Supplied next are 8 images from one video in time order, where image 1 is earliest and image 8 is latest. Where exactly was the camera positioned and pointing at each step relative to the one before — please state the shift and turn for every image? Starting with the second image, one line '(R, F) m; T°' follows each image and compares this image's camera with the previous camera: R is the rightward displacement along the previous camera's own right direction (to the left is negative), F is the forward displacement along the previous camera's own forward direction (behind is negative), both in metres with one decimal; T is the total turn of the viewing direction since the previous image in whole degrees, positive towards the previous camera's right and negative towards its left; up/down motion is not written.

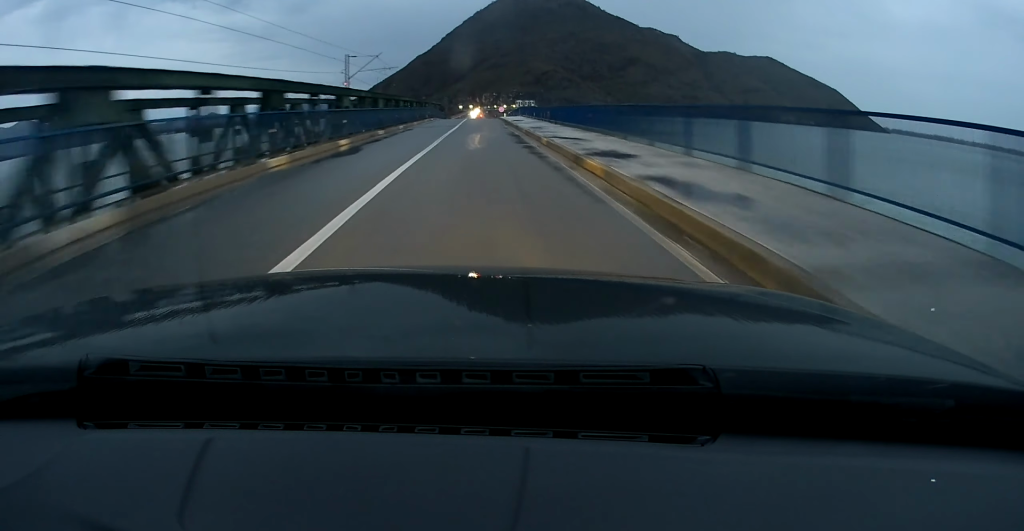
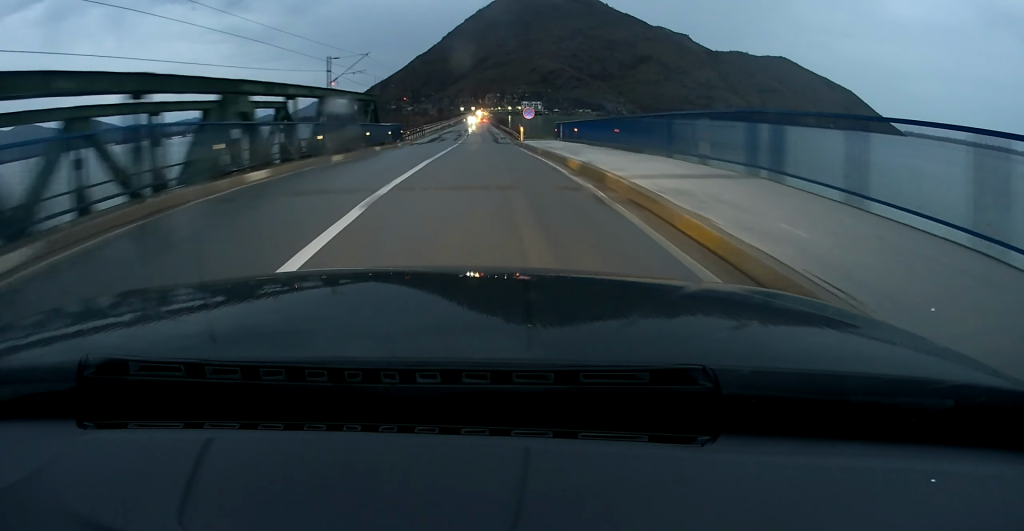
(+0.3, +63.8) m; +1°
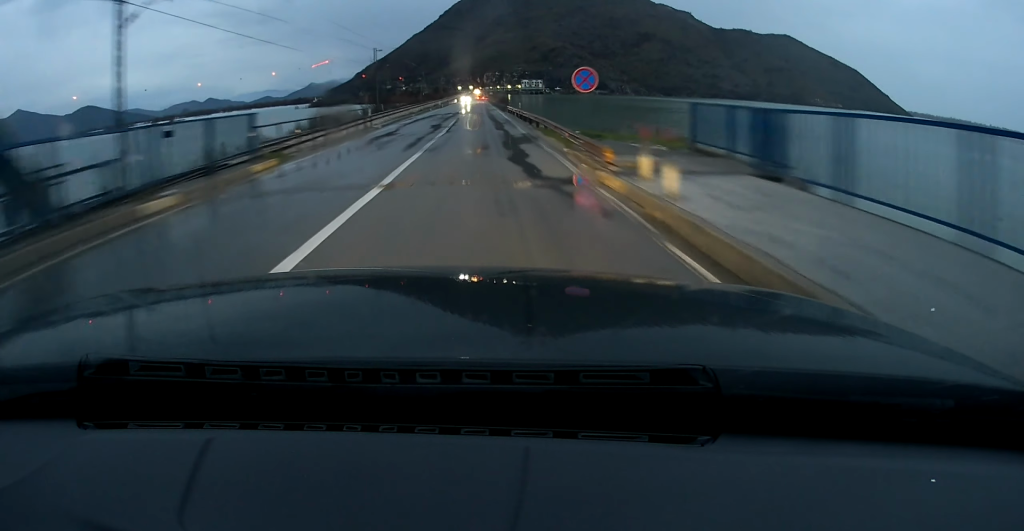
(+0.1, +30.7) m; 0°
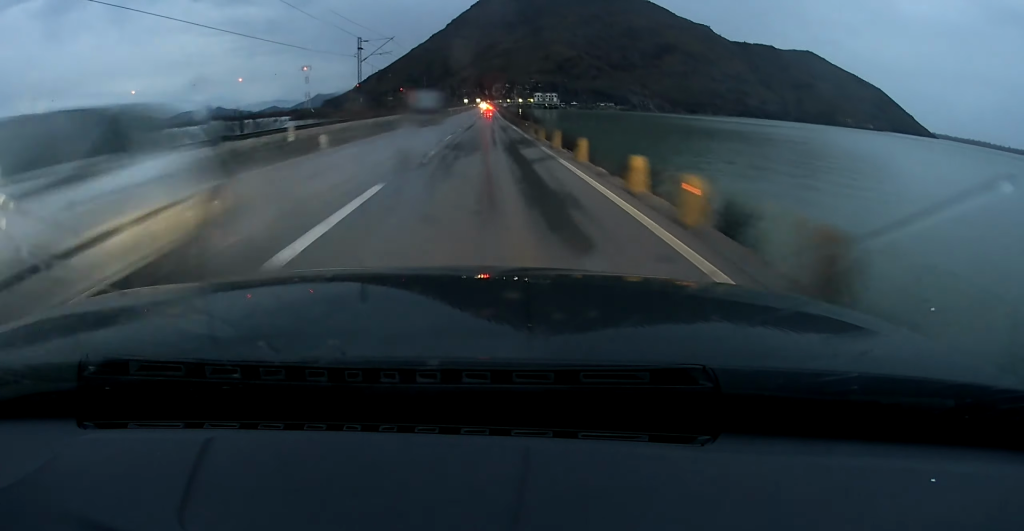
(-0.6, +75.0) m; -1°
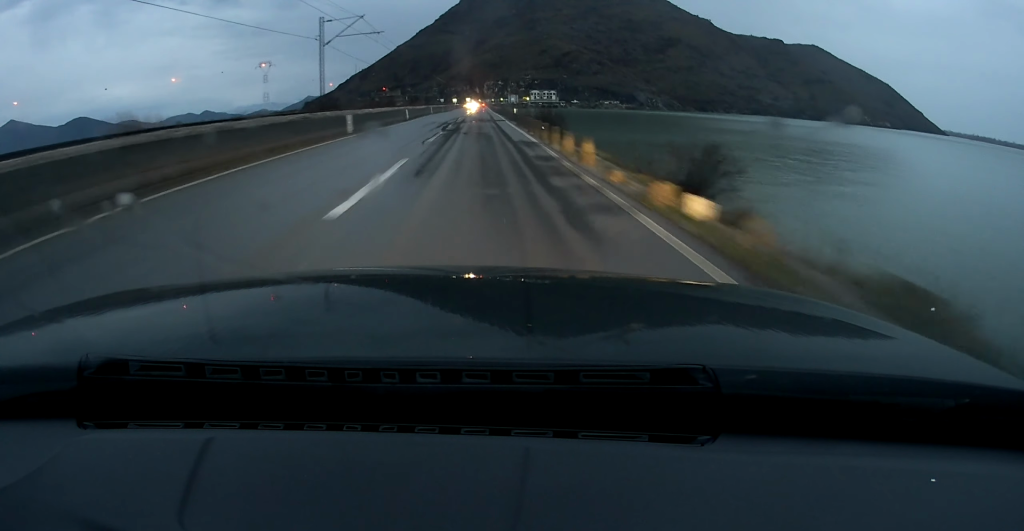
(+0.8, +71.2) m; +1°
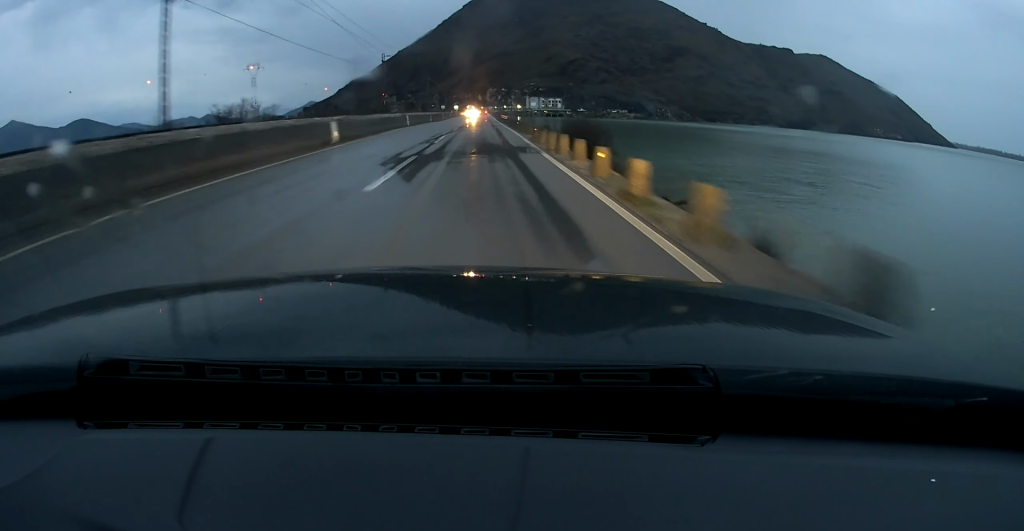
(+0.1, +25.5) m; 0°
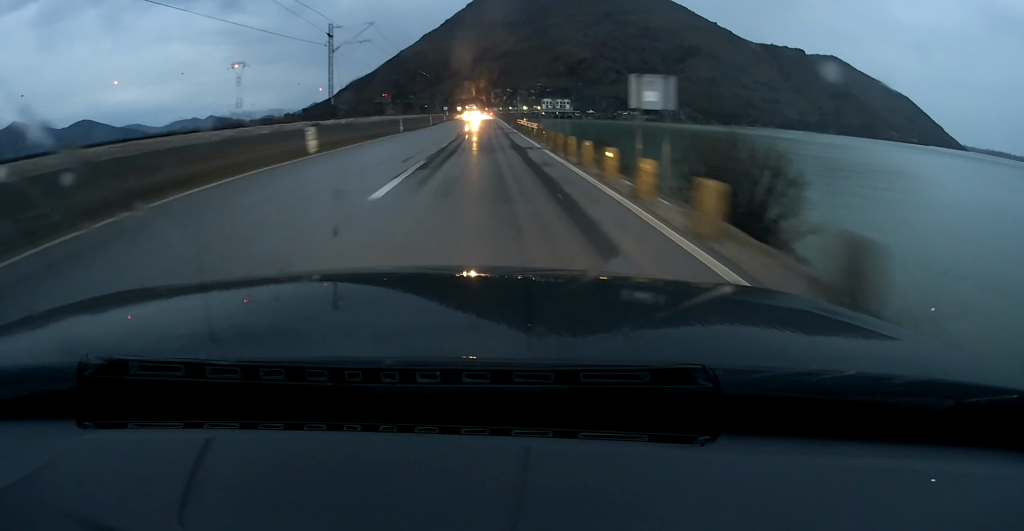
(-0.3, +29.2) m; 0°
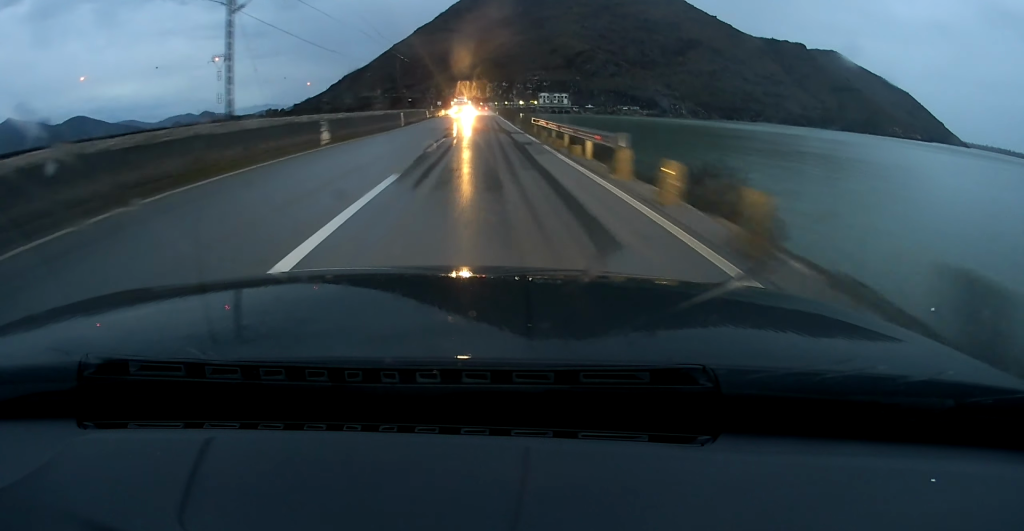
(0.0, +19.4) m; 0°
